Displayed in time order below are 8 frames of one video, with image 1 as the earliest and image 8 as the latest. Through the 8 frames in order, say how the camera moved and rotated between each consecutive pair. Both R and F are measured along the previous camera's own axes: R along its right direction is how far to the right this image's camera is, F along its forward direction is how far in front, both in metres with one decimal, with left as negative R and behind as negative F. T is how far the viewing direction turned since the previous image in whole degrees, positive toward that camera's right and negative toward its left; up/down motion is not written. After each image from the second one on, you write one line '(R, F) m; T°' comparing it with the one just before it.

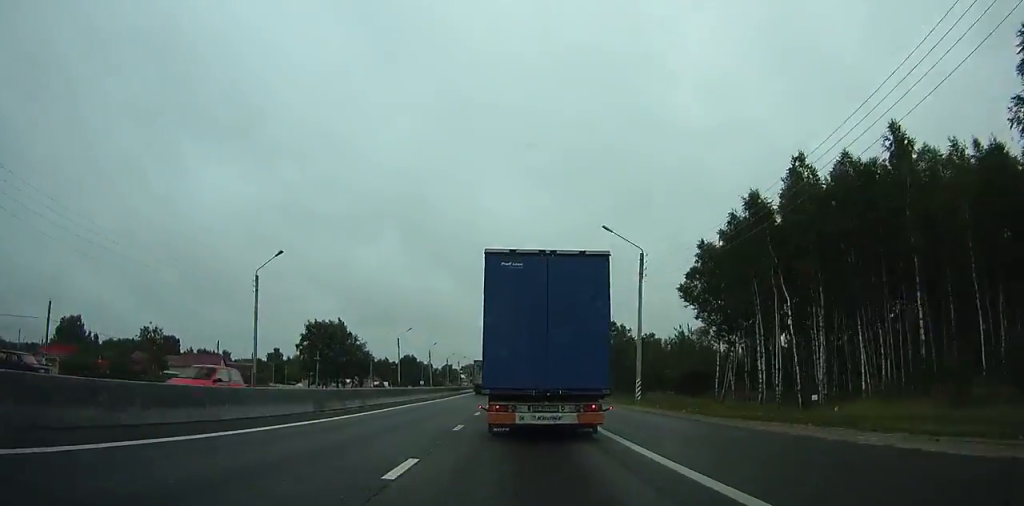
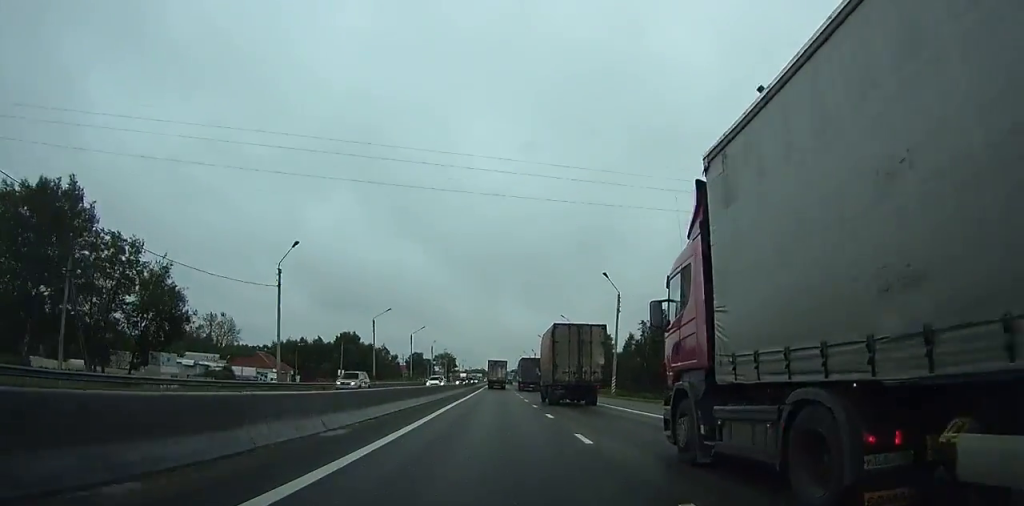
(-1.9, +77.2) m; -1°
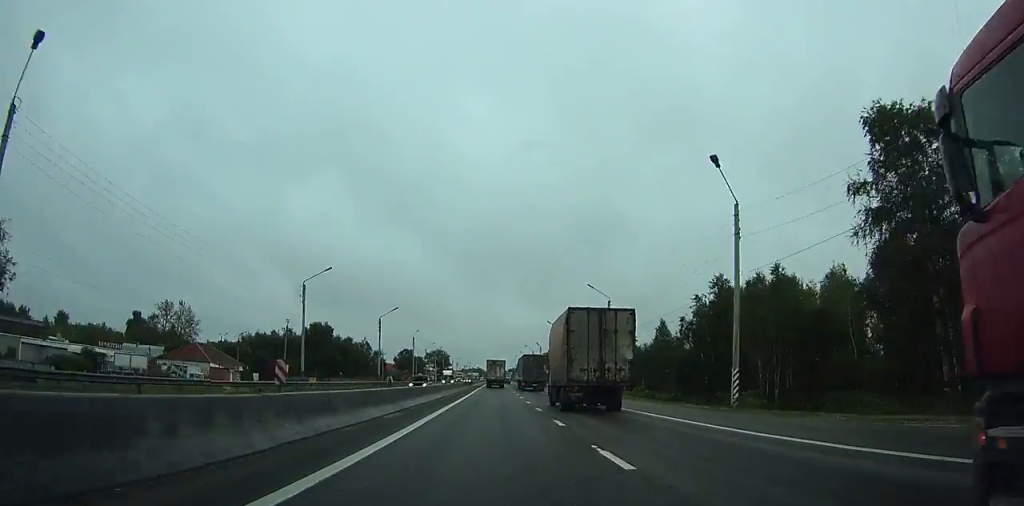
(+0.2, +25.1) m; +1°
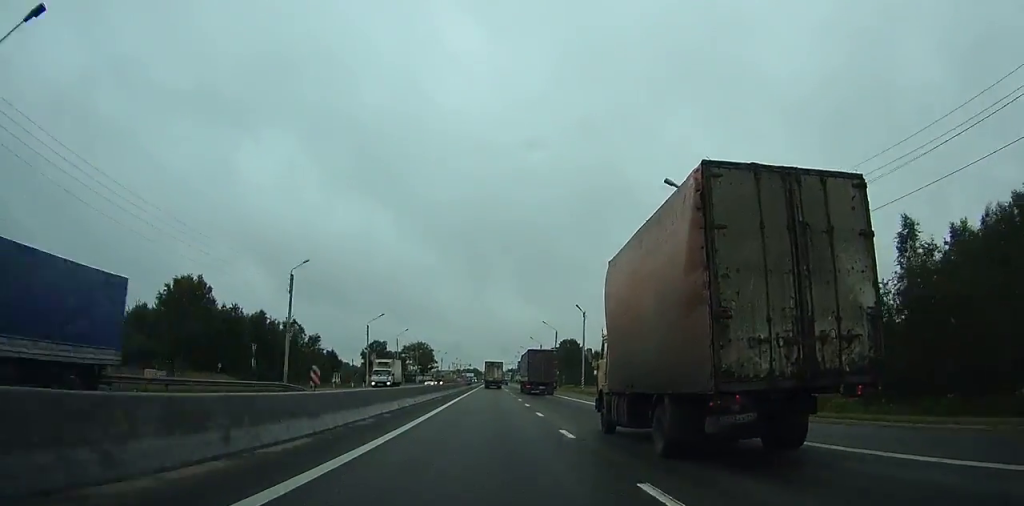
(+1.0, +65.8) m; +1°
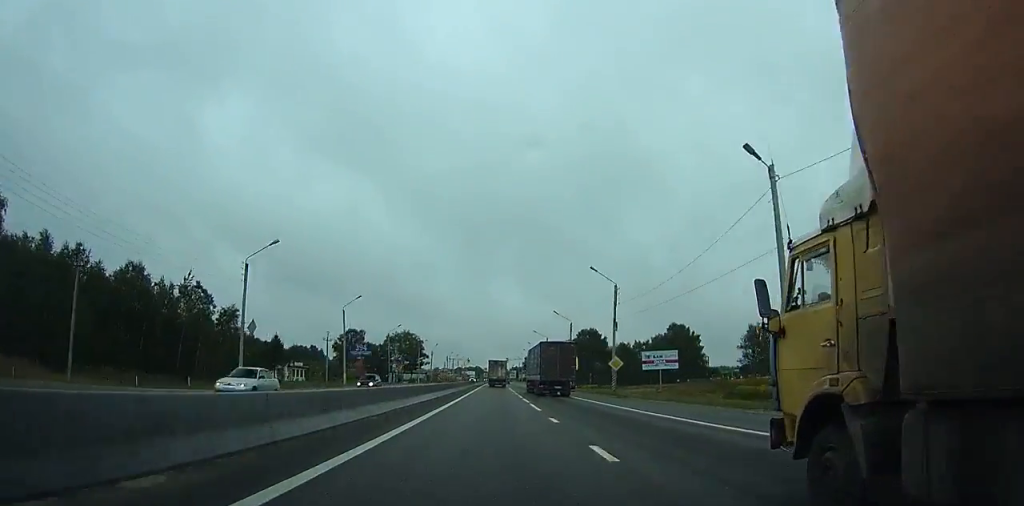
(+0.1, +44.5) m; 0°
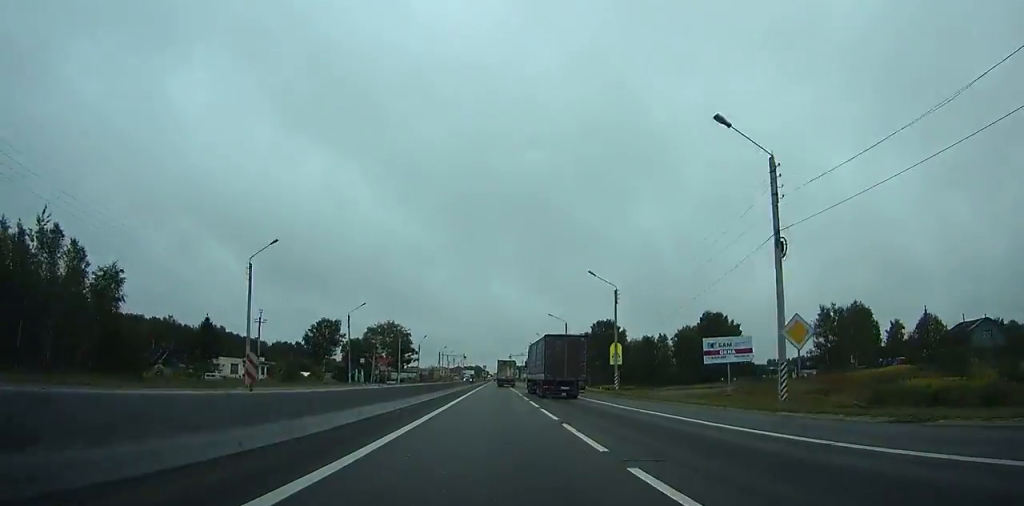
(-0.1, +30.5) m; 0°
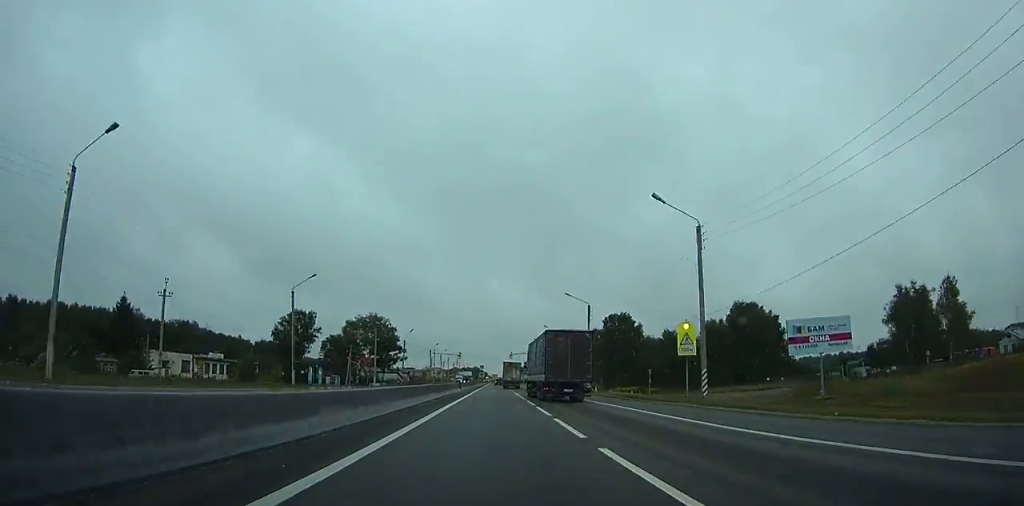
(0.0, +22.4) m; 0°
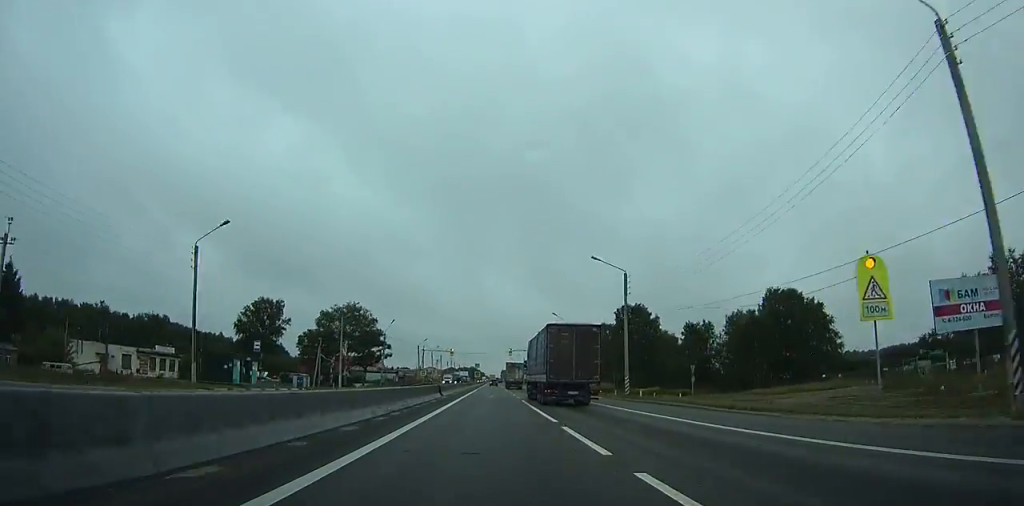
(-0.1, +20.2) m; 0°
